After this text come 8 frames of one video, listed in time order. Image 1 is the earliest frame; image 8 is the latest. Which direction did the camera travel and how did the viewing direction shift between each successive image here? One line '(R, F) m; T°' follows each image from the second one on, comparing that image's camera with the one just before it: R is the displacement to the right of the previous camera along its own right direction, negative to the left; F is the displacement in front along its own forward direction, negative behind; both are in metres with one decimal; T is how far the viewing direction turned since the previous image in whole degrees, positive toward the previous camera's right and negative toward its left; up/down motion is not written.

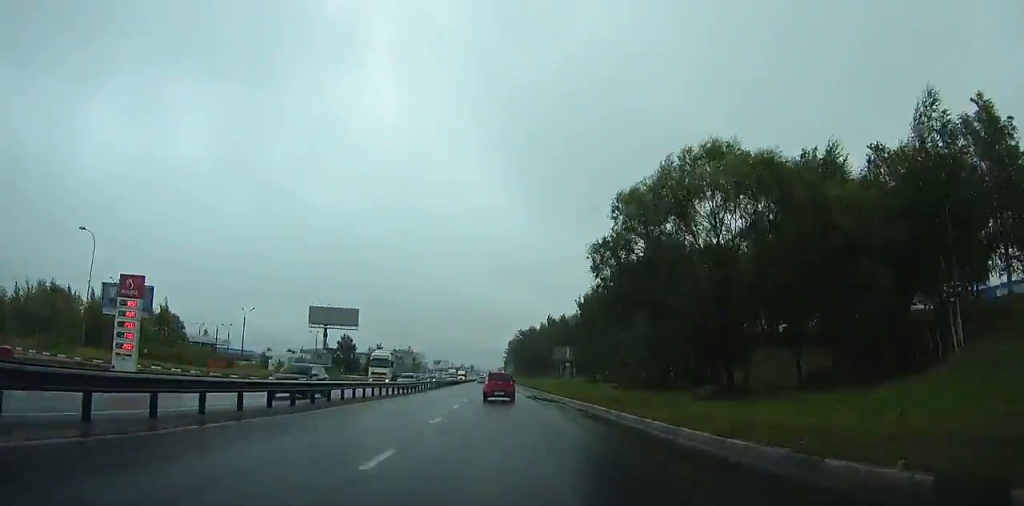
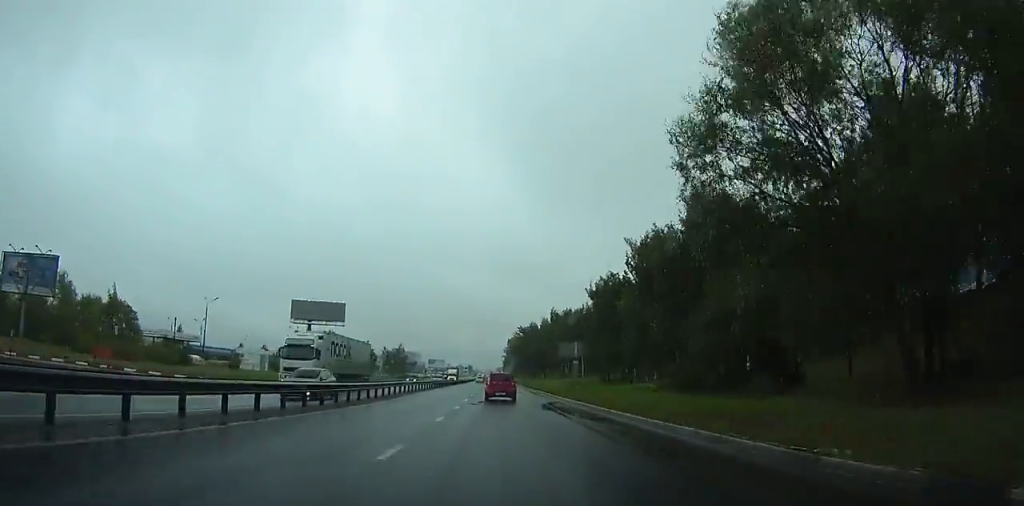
(+0.2, +14.2) m; 0°
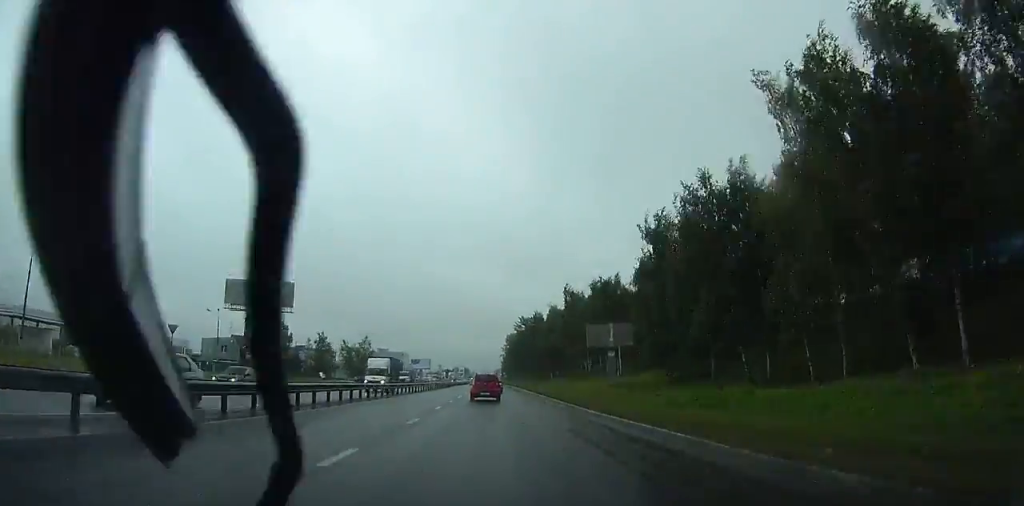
(-0.4, +39.8) m; 0°
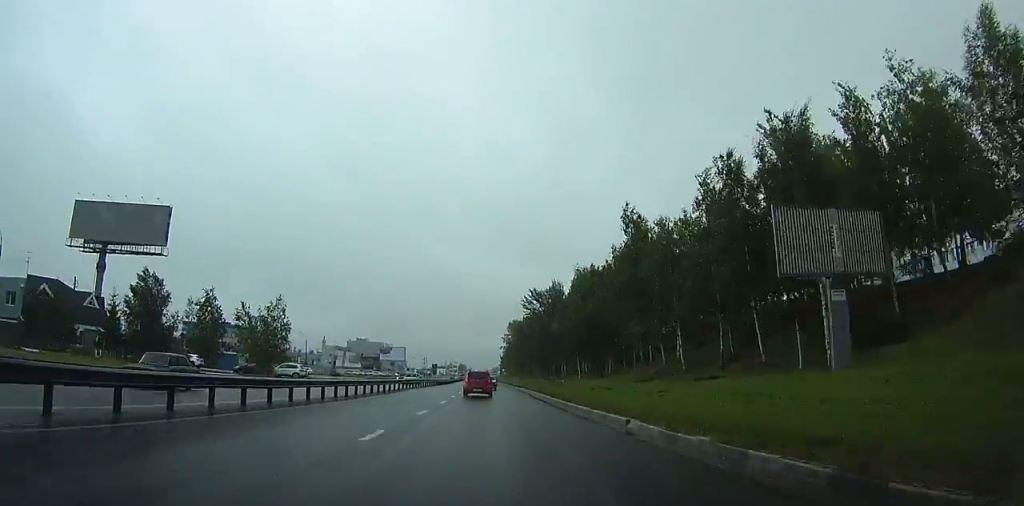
(+0.2, +52.4) m; 0°
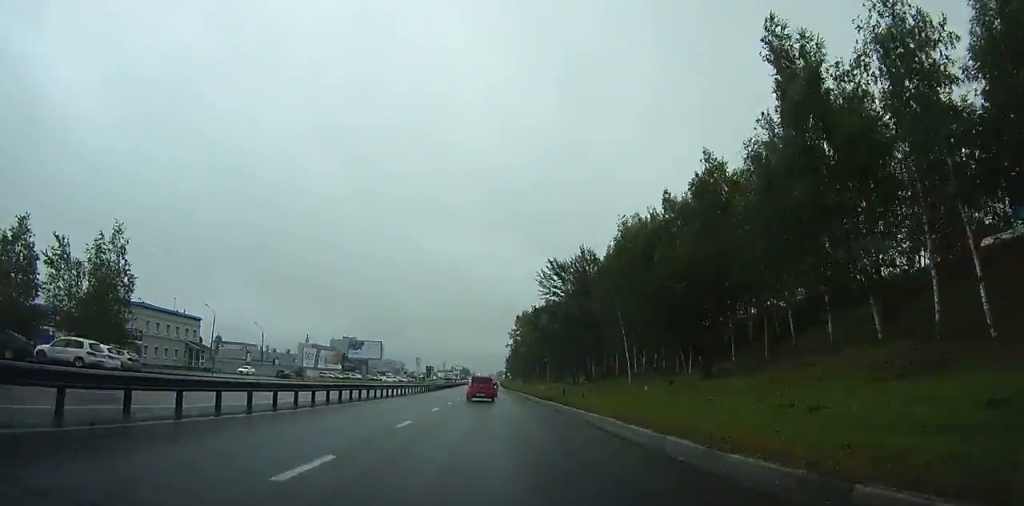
(-0.2, +36.1) m; -1°
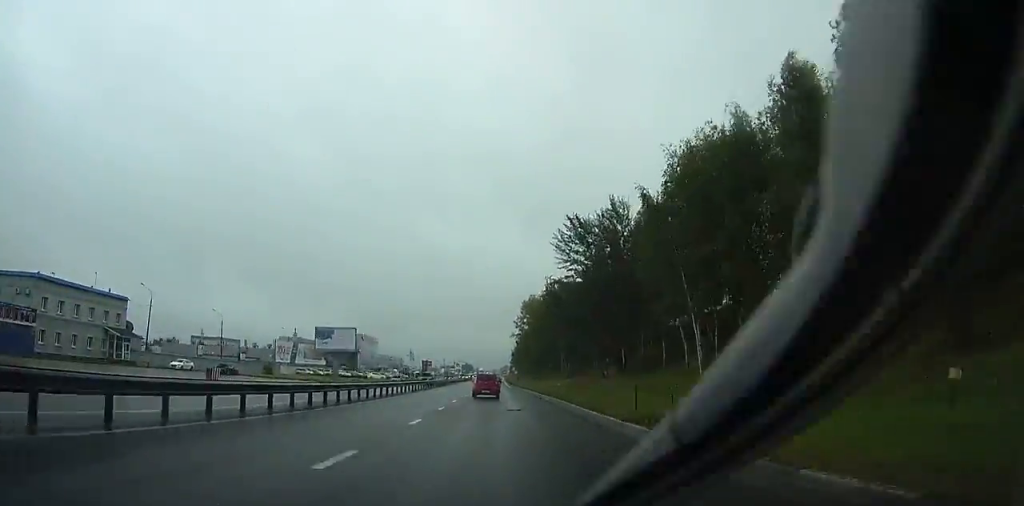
(-0.1, +23.1) m; 0°
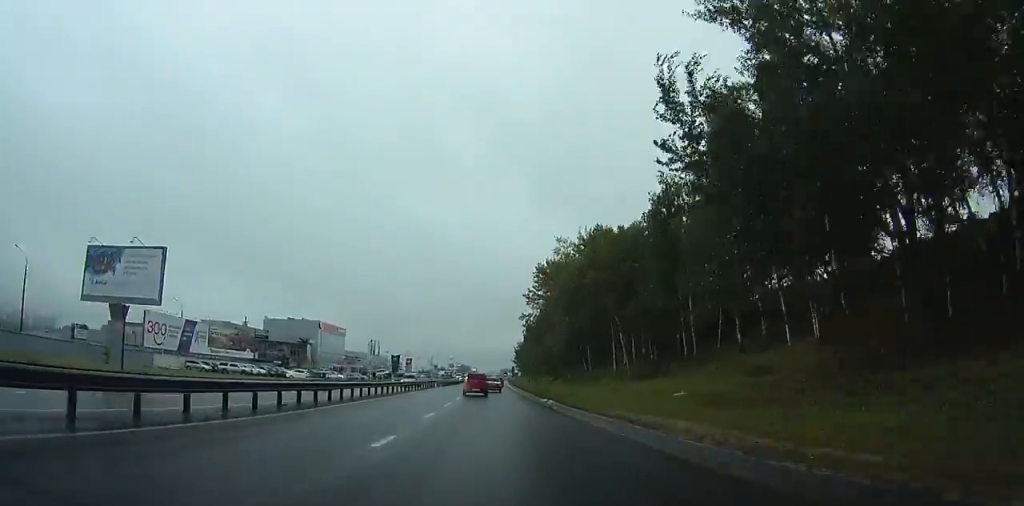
(-0.6, +53.6) m; -1°
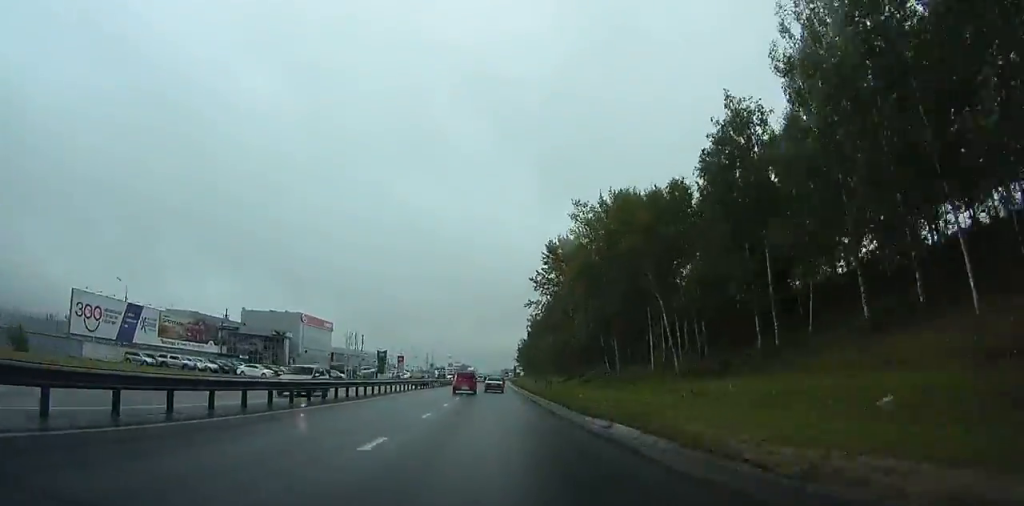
(+0.1, +16.7) m; 0°
